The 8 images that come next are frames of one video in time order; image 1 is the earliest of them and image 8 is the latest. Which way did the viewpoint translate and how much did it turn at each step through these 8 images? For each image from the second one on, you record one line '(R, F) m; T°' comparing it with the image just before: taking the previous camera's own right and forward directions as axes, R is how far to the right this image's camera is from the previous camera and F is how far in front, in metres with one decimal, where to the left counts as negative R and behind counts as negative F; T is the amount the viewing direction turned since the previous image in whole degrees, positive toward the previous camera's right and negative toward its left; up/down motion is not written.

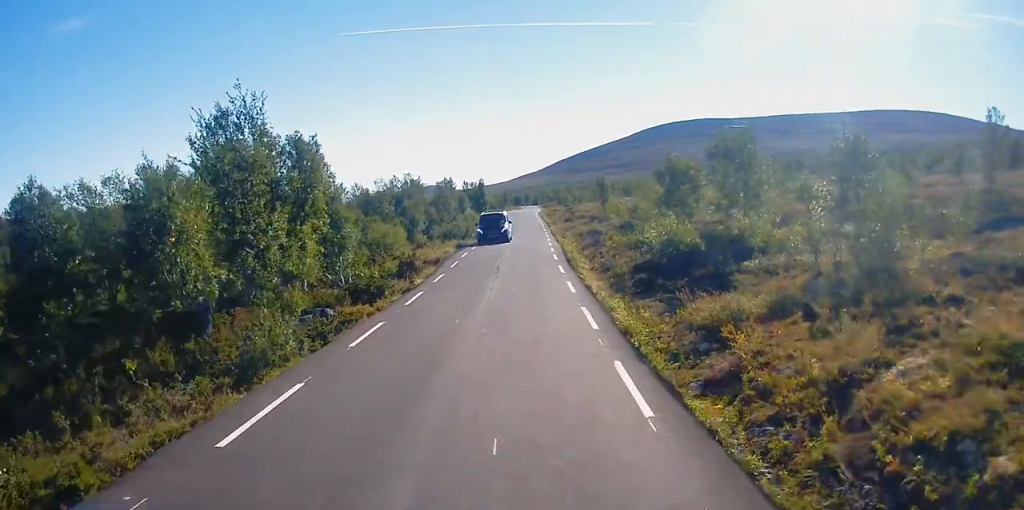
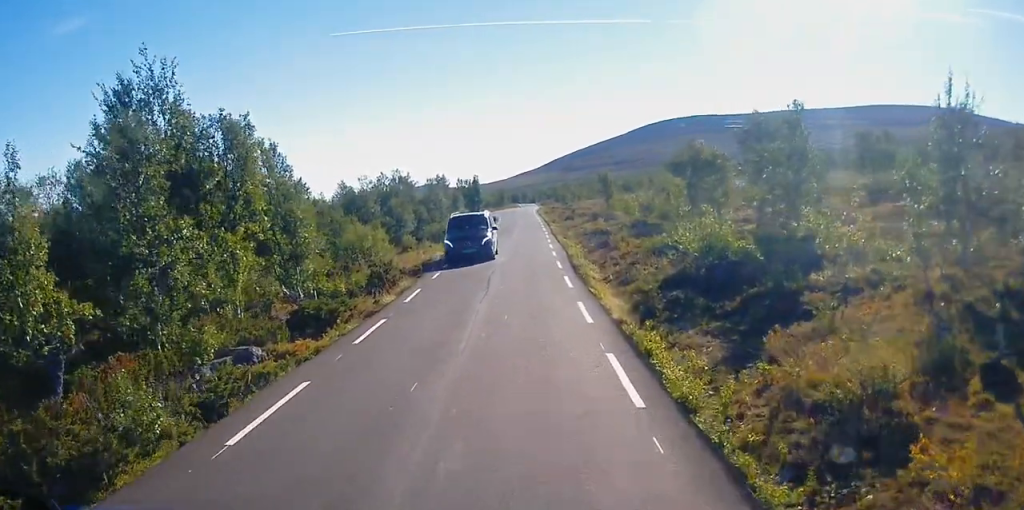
(0.0, +5.3) m; -3°
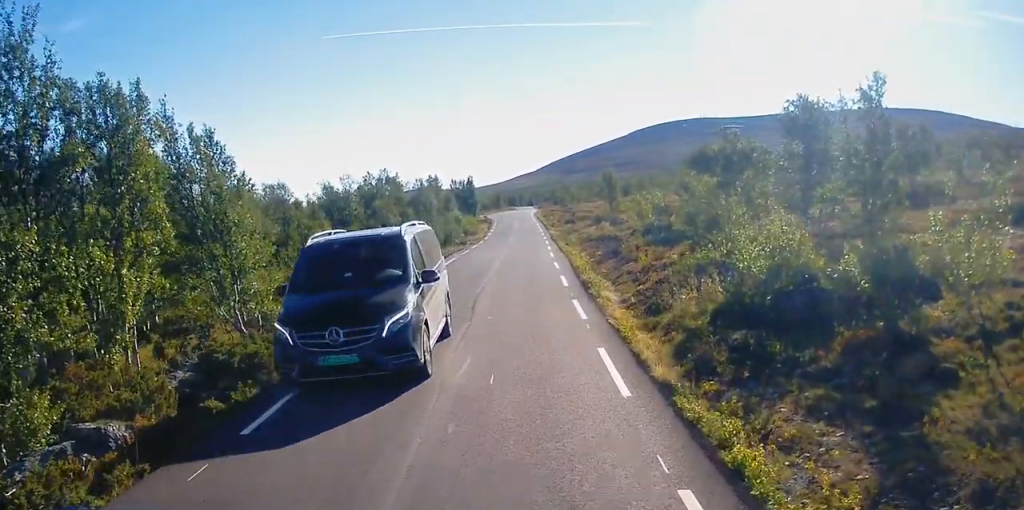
(-0.2, +5.2) m; -2°
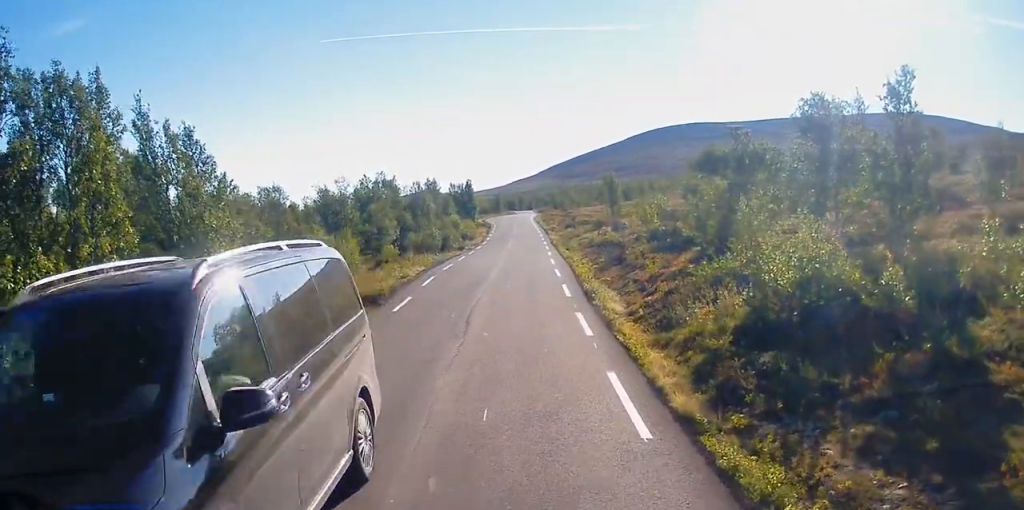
(0.0, +1.6) m; 0°
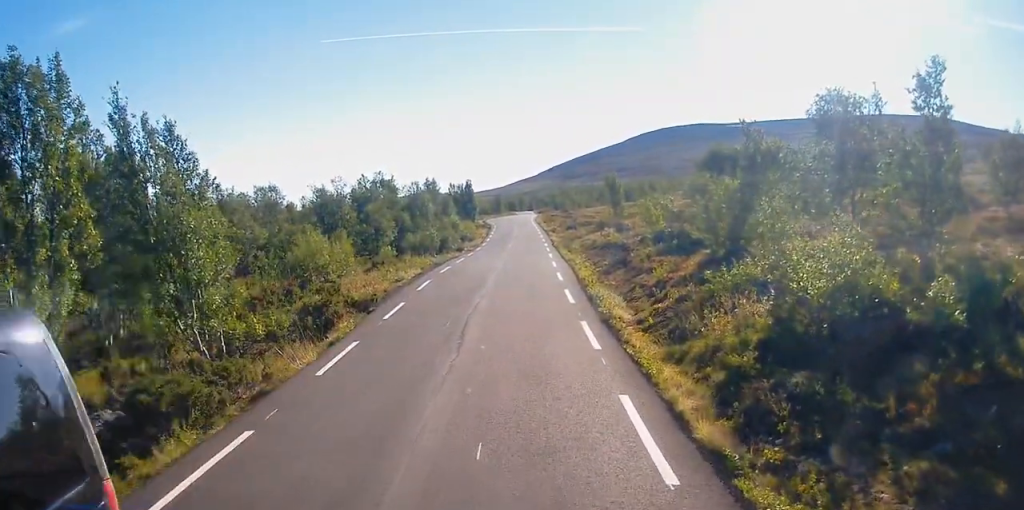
(0.0, +1.4) m; 0°
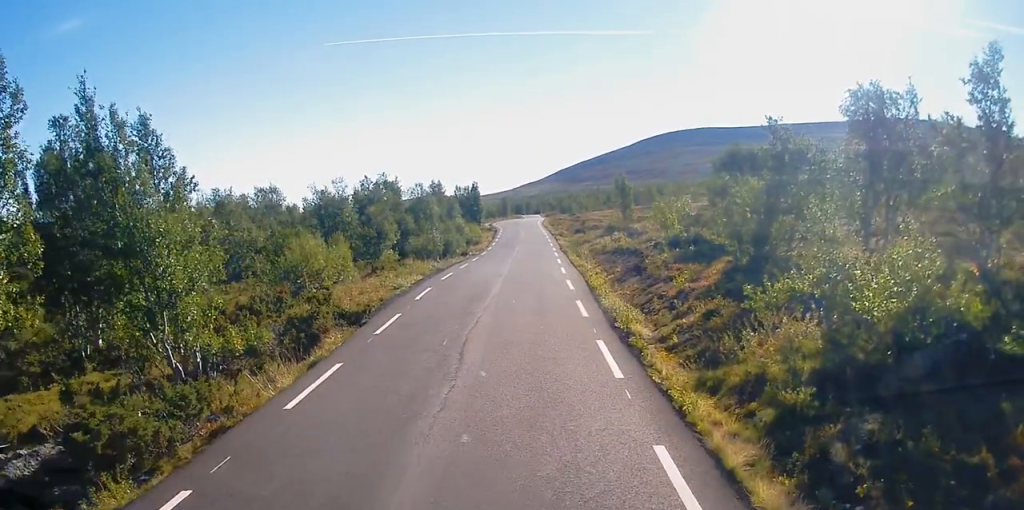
(0.0, +2.0) m; 0°
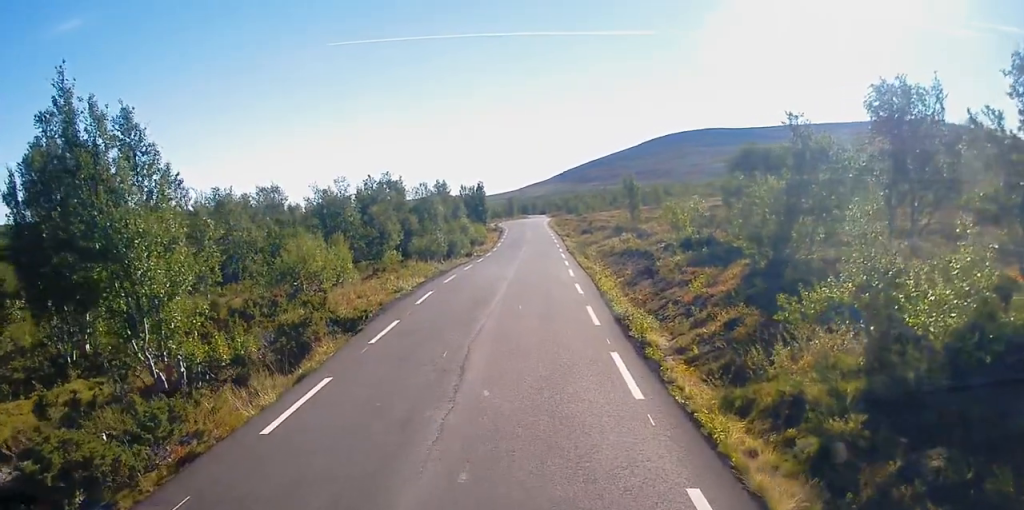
(0.0, +1.3) m; 0°
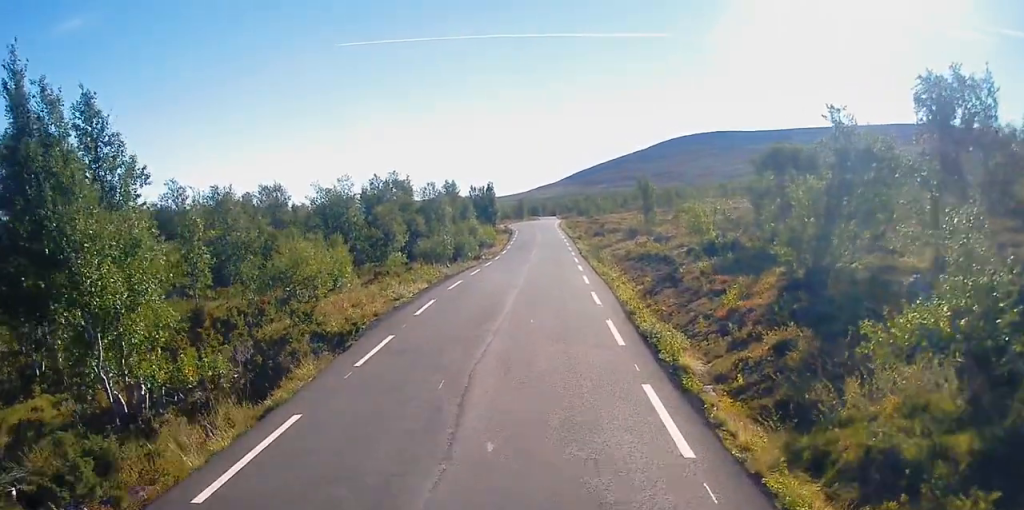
(0.0, +2.2) m; 0°
